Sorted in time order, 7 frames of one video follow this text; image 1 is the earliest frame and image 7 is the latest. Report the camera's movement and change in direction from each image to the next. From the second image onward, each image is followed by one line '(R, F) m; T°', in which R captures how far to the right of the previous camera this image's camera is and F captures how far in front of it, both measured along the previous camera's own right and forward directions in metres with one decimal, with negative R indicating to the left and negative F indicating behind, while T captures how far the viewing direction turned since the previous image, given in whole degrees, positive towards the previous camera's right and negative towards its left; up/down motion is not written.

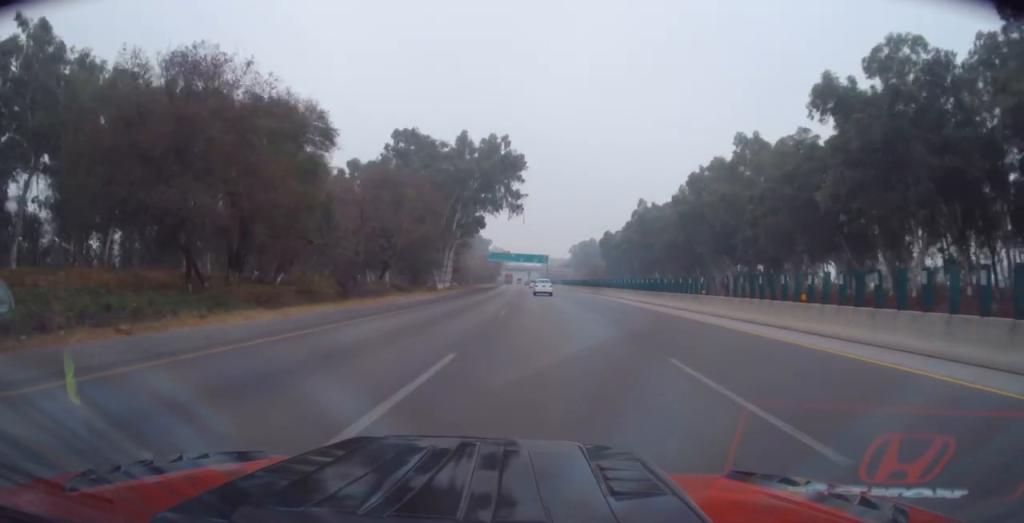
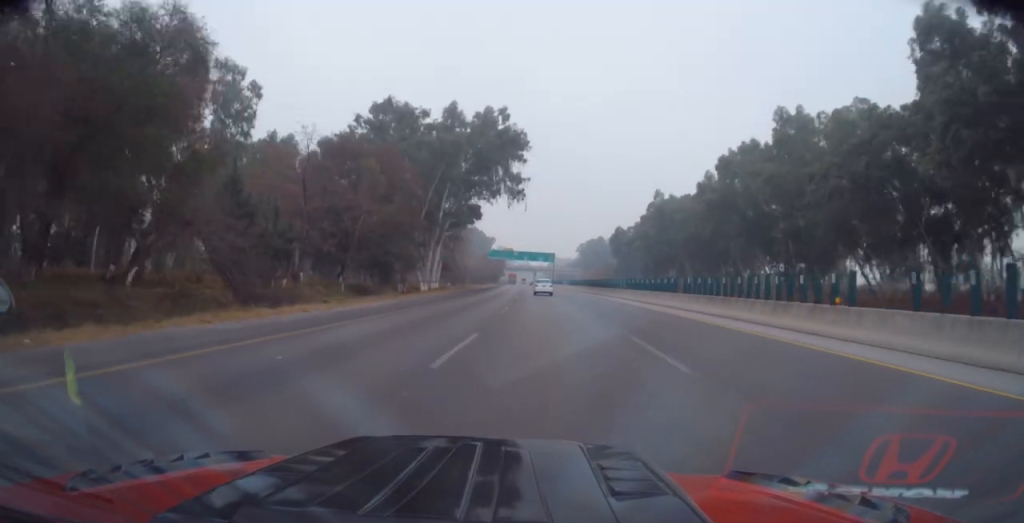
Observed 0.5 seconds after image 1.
(-0.1, +14.1) m; -1°
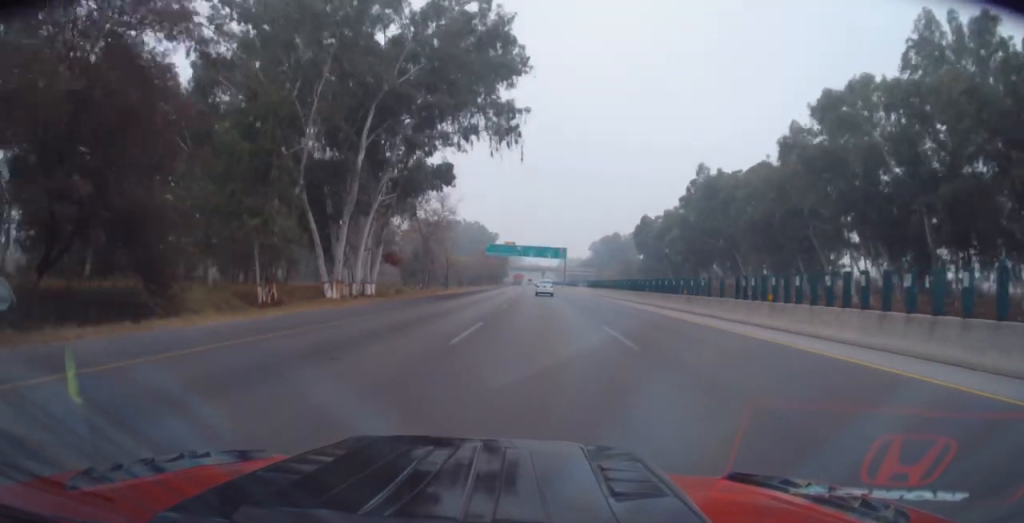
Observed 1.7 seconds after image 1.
(-0.3, +30.9) m; 0°
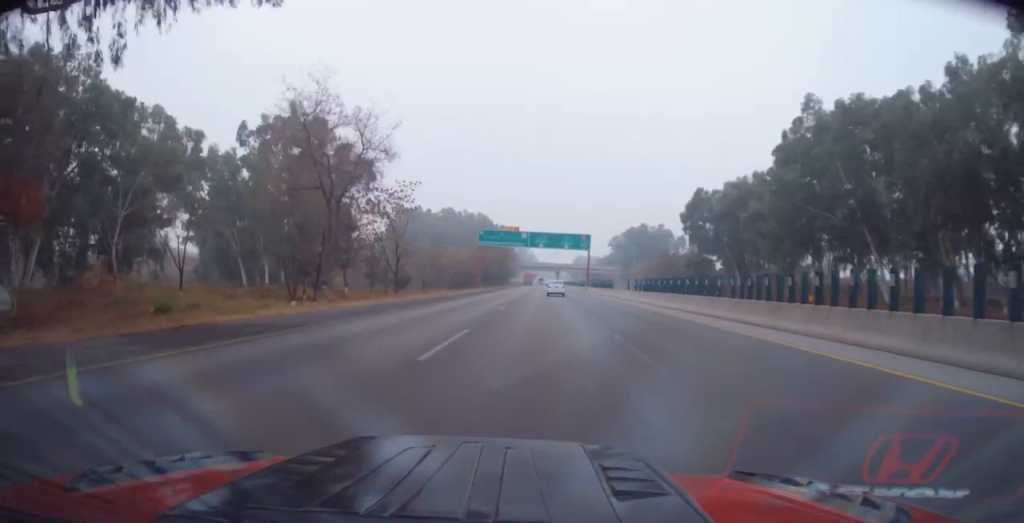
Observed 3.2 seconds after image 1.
(-0.4, +38.7) m; -2°
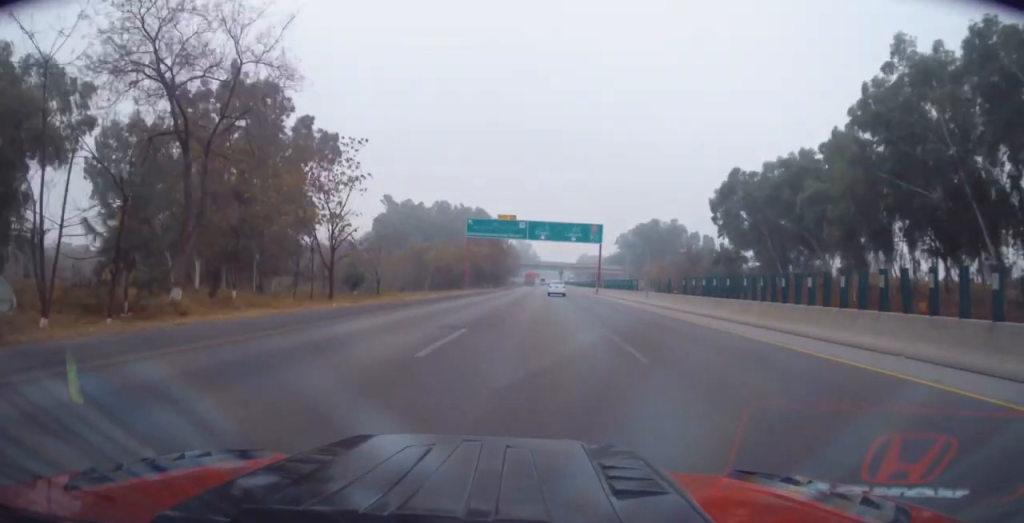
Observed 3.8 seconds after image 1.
(-0.1, +17.7) m; 0°
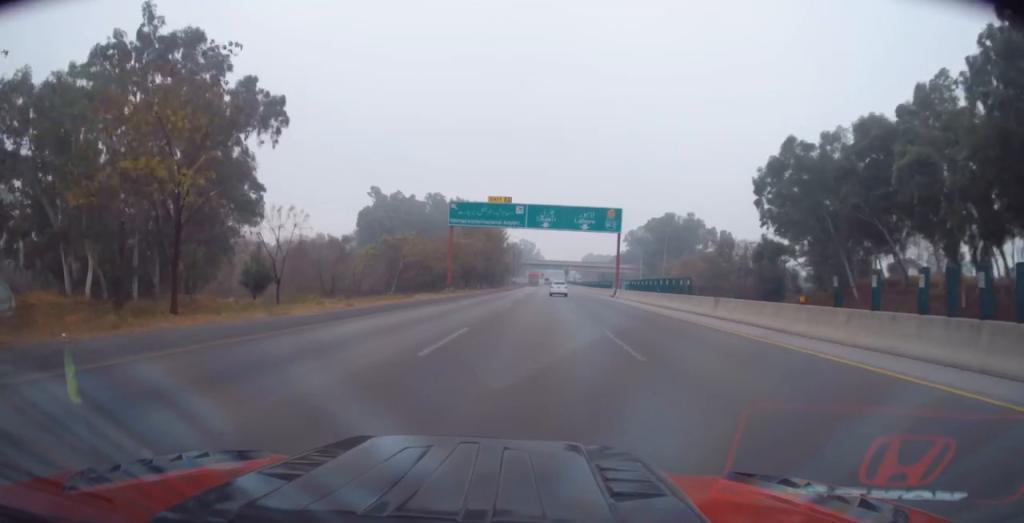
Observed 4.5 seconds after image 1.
(+0.3, +17.7) m; 0°
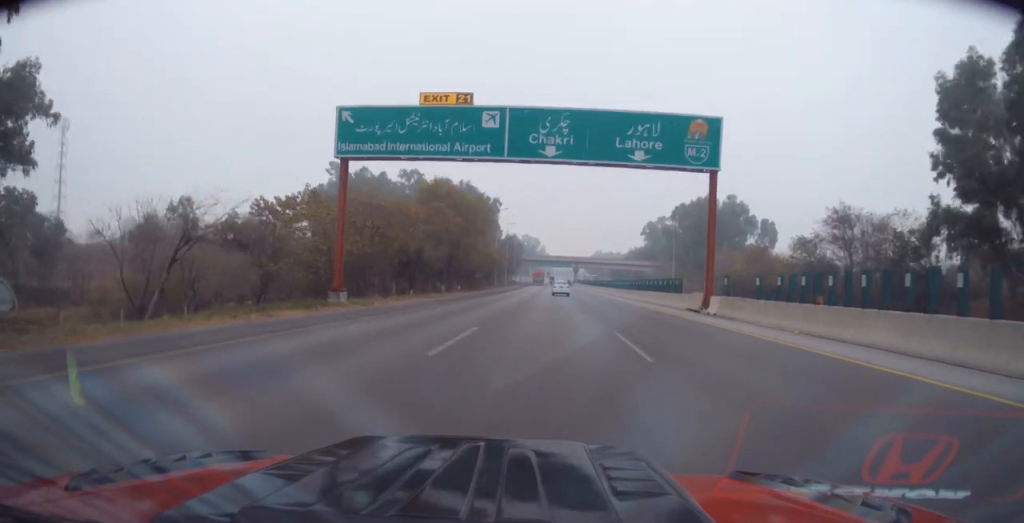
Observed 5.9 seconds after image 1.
(-0.3, +36.2) m; 0°
